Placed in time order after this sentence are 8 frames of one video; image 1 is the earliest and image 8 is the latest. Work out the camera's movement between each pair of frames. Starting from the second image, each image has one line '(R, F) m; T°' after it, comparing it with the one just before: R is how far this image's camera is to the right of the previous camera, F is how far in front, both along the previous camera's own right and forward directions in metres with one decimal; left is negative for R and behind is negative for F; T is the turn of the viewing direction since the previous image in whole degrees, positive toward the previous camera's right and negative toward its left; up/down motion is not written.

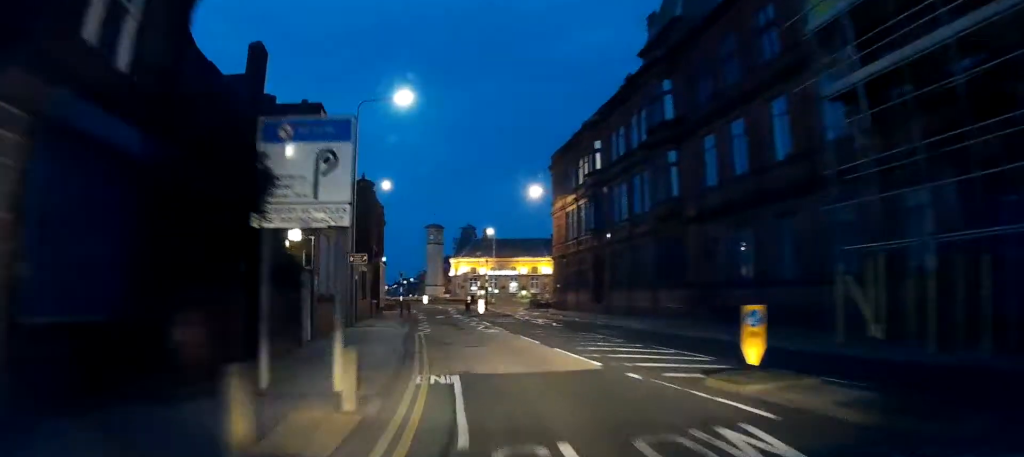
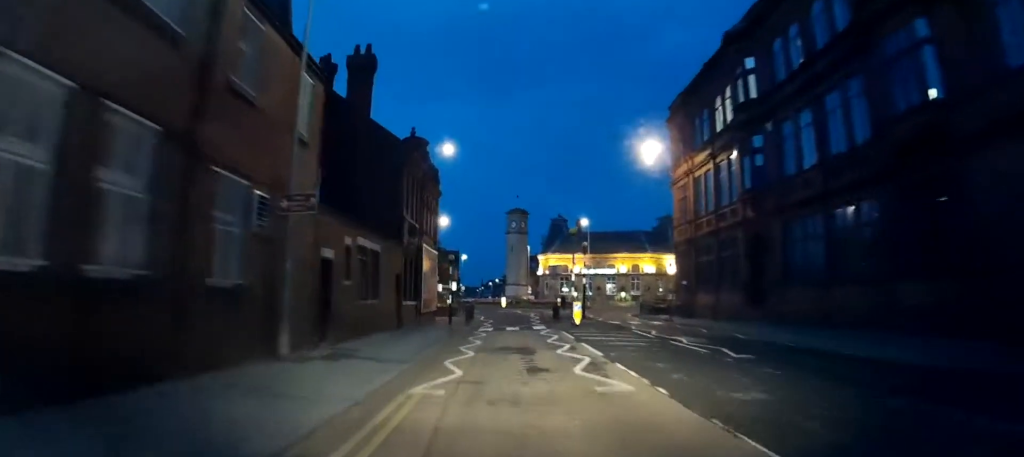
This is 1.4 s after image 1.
(-0.2, +16.1) m; -3°
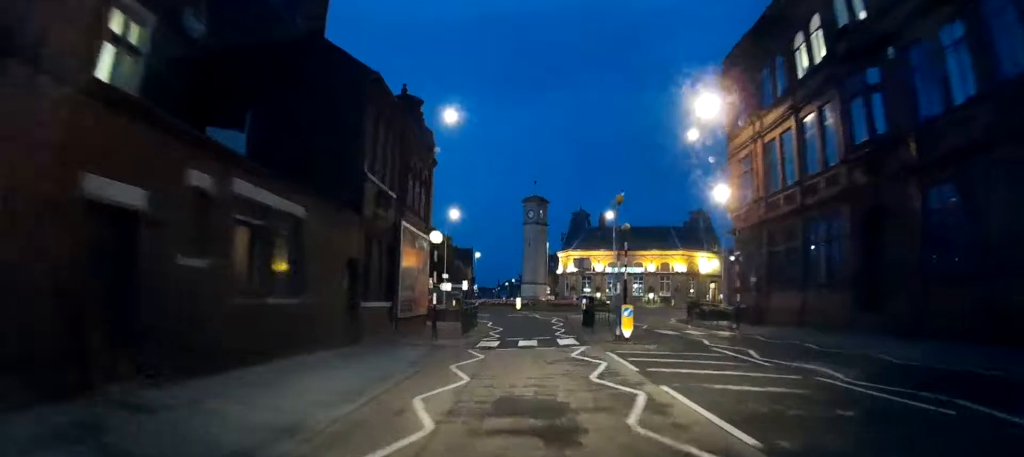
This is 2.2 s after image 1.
(-0.6, +9.2) m; -2°
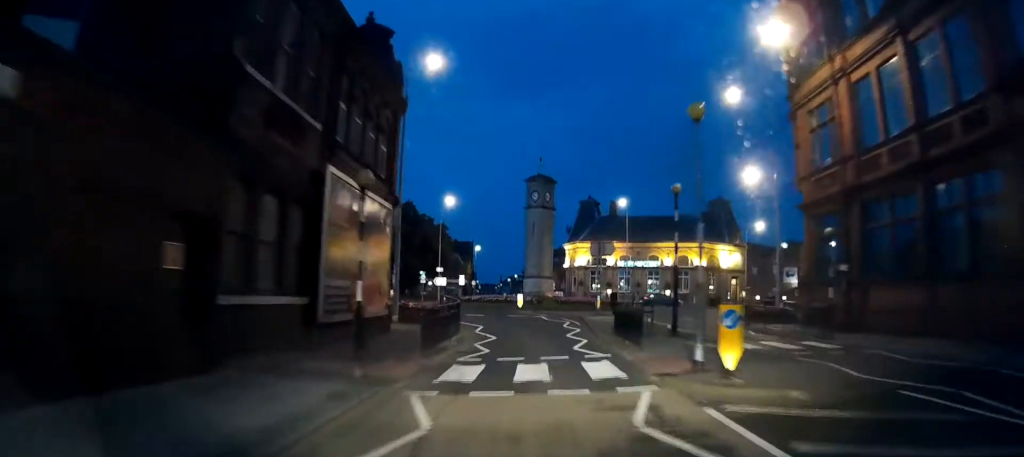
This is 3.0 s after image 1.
(0.0, +8.6) m; 0°
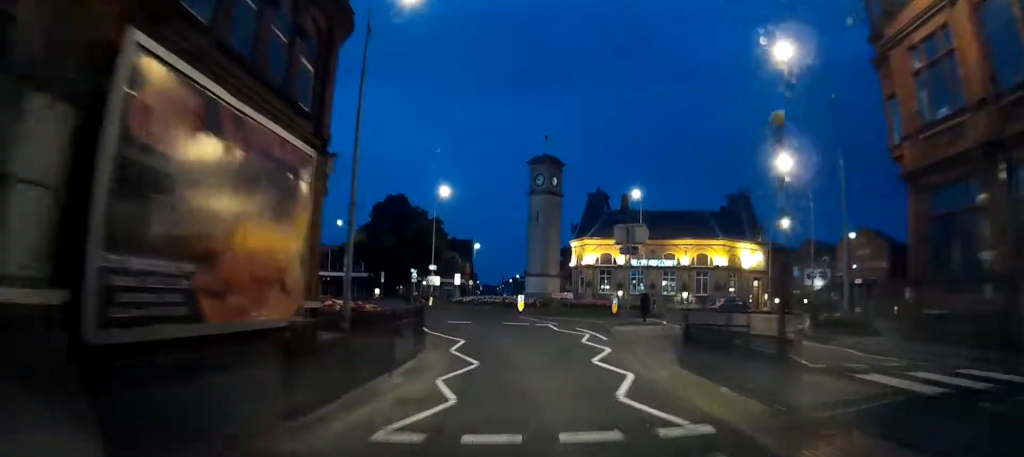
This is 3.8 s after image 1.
(+0.1, +7.6) m; 0°
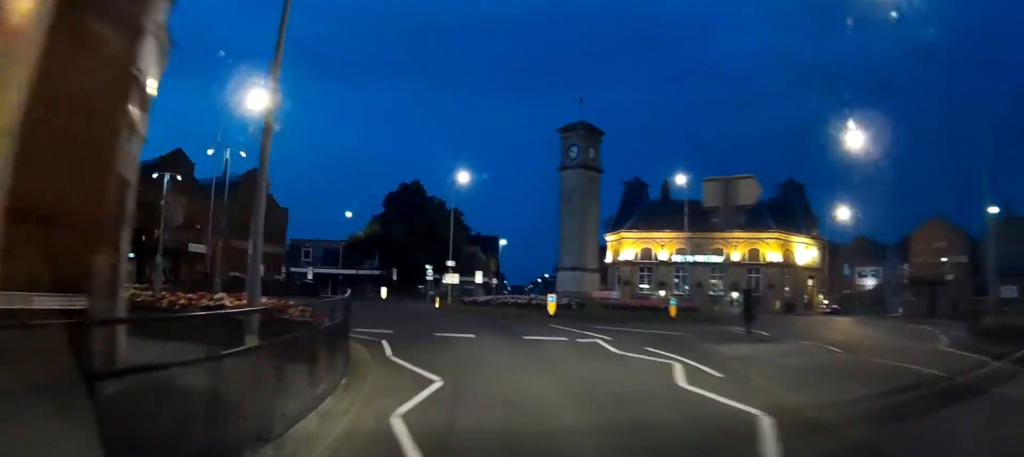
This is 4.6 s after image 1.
(0.0, +8.3) m; -3°
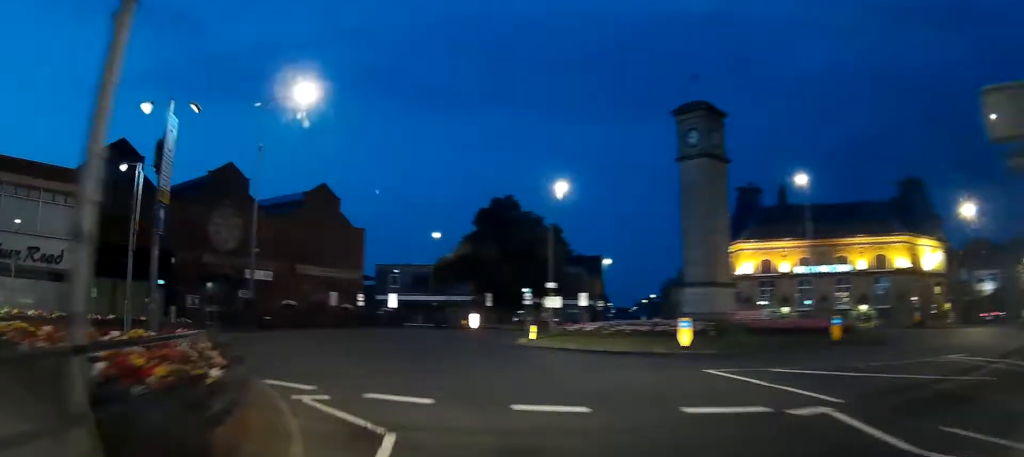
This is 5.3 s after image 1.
(-0.3, +6.8) m; -7°
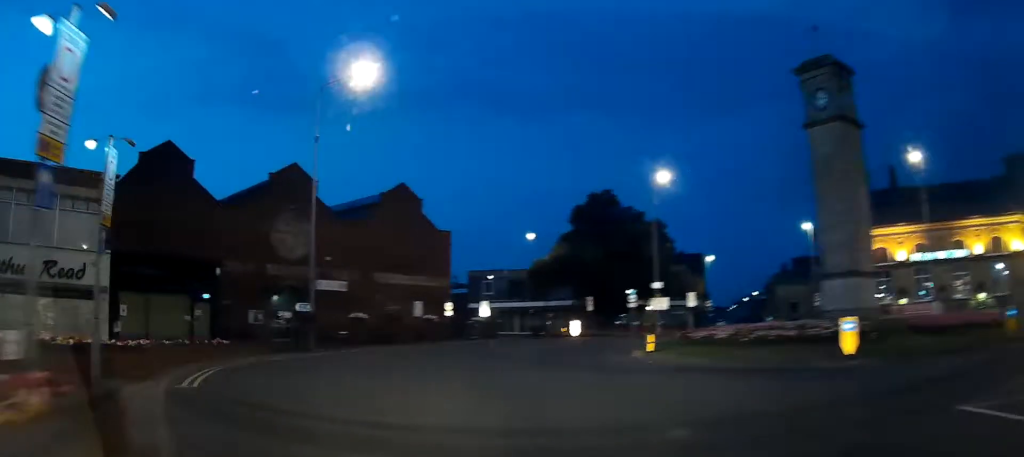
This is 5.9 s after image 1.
(-0.3, +4.6) m; -4°
